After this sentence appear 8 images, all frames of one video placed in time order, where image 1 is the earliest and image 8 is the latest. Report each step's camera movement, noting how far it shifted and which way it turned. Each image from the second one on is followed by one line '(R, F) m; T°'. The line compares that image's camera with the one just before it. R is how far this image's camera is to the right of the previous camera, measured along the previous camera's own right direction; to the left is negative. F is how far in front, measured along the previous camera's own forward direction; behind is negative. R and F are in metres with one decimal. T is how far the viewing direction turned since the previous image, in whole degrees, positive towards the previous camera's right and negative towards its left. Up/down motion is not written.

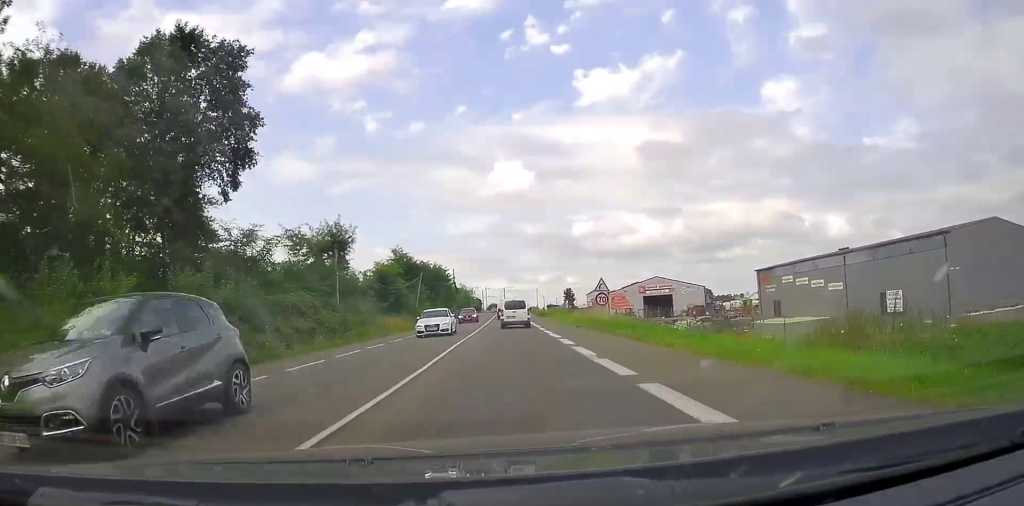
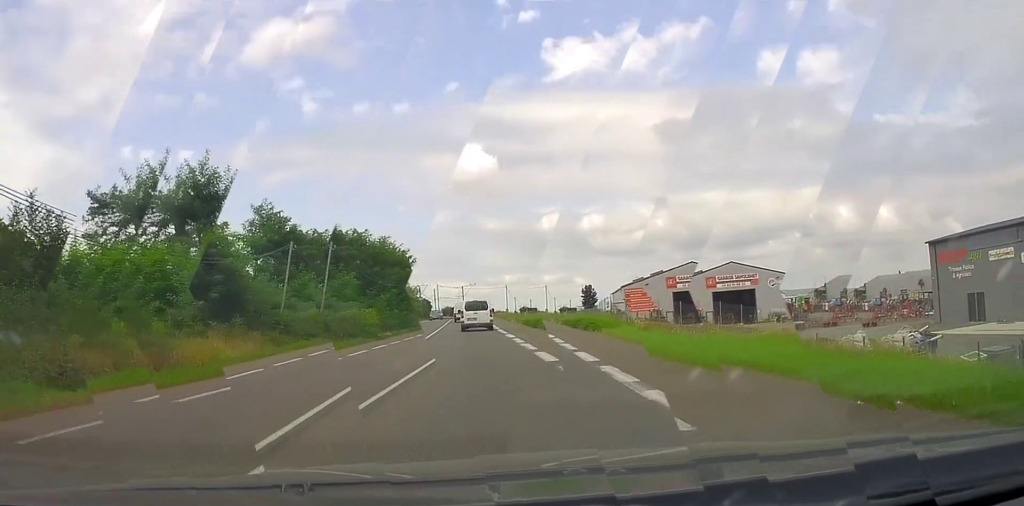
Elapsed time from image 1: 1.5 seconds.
(-0.1, +30.1) m; 0°
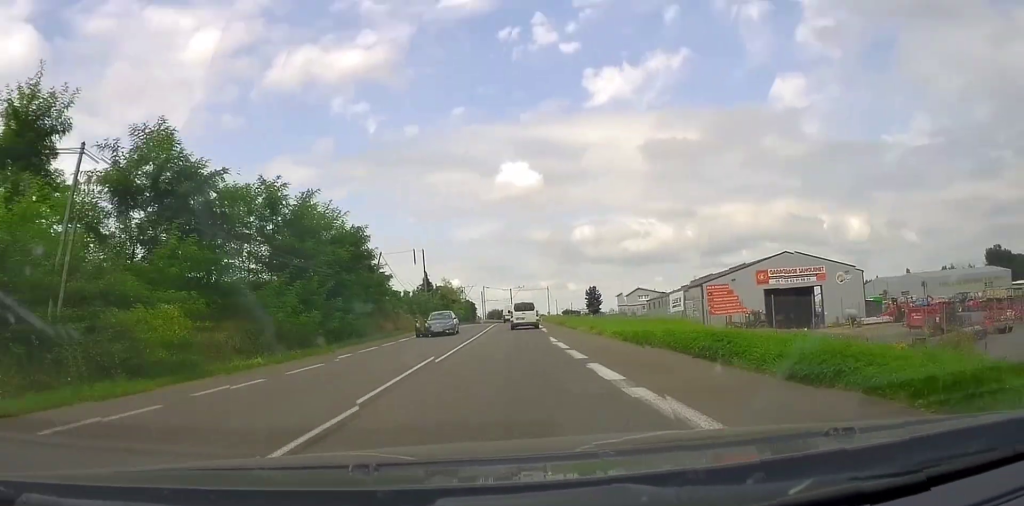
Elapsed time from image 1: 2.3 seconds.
(0.0, +16.2) m; 0°
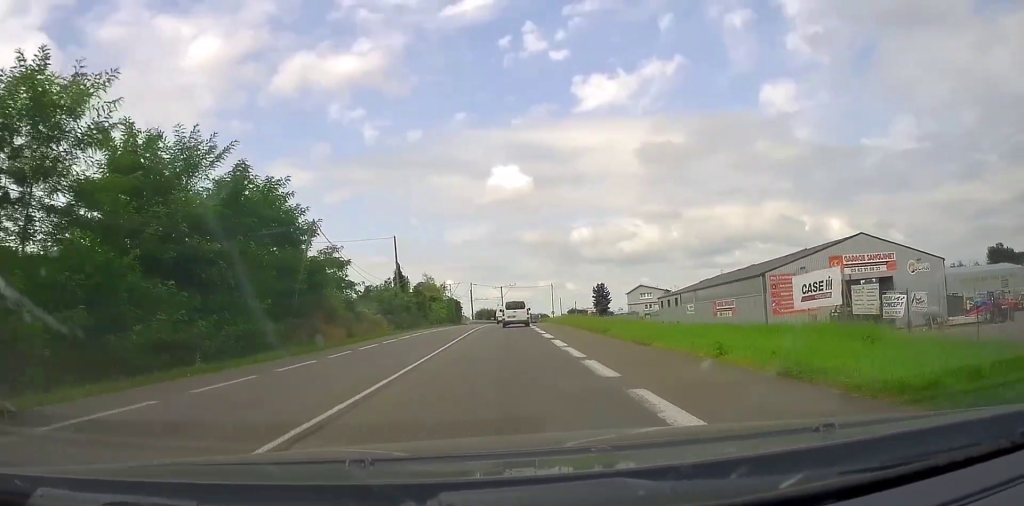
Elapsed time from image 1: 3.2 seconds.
(+0.1, +18.2) m; +1°
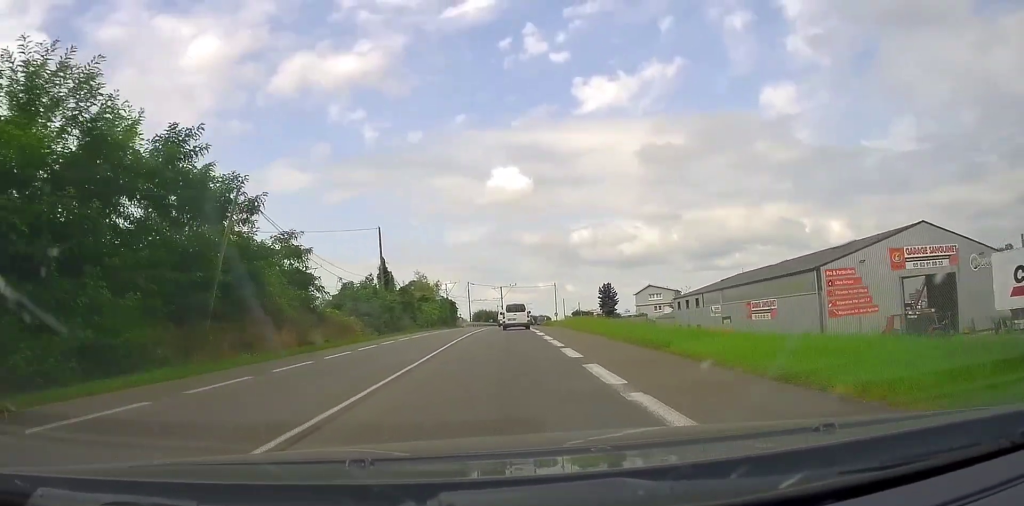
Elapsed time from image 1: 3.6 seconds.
(+0.1, +9.3) m; 0°
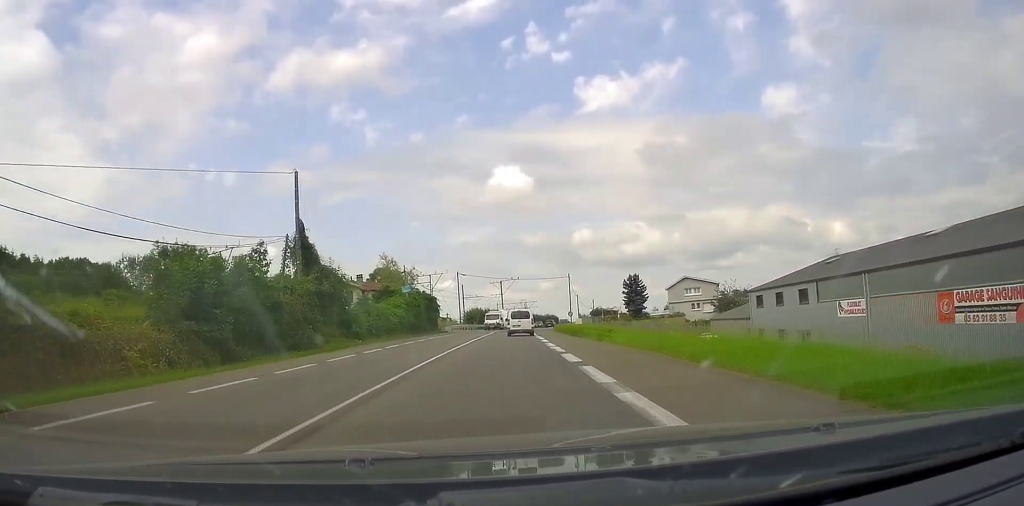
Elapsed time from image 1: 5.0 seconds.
(0.0, +27.8) m; 0°
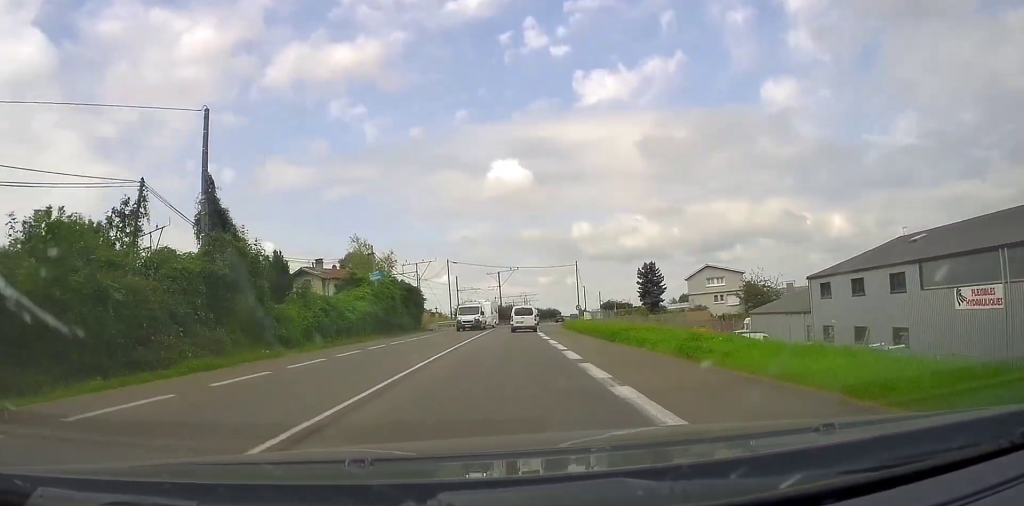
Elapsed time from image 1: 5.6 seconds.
(0.0, +13.0) m; 0°
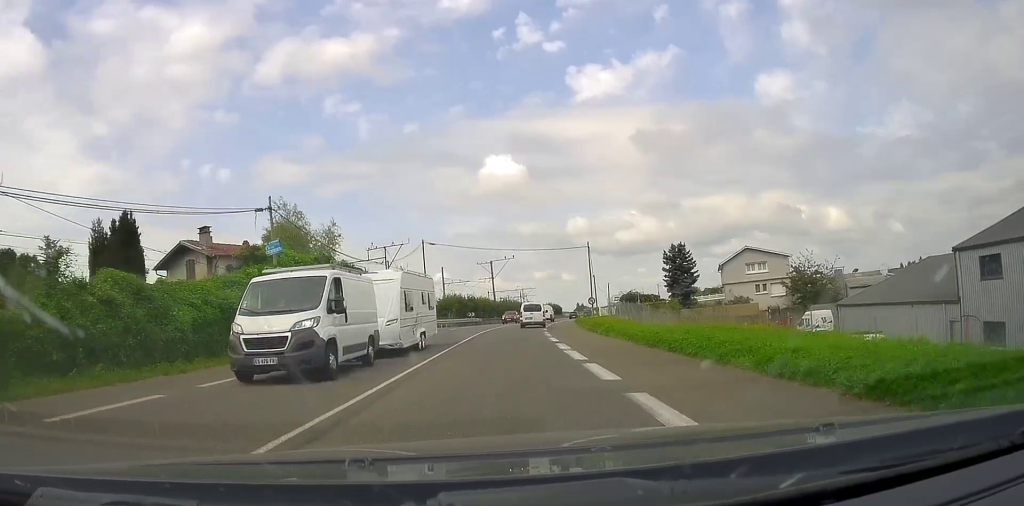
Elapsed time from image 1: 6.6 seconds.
(0.0, +18.5) m; 0°
